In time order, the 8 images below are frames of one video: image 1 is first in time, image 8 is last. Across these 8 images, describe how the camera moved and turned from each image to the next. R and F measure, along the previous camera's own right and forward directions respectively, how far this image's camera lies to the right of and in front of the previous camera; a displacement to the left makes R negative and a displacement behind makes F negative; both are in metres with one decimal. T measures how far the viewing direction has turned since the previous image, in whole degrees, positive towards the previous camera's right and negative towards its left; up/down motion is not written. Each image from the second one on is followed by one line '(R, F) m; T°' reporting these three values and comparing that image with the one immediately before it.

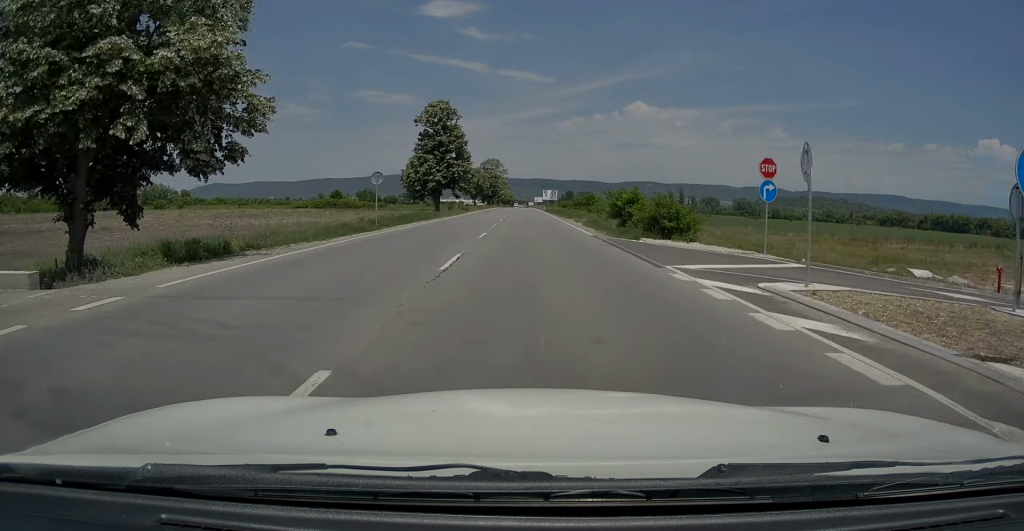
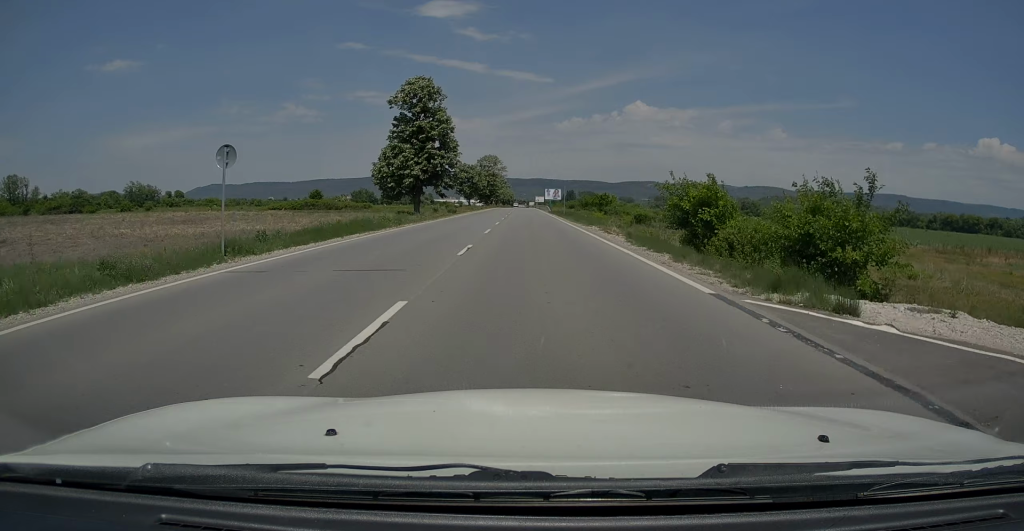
(0.0, +15.2) m; 0°
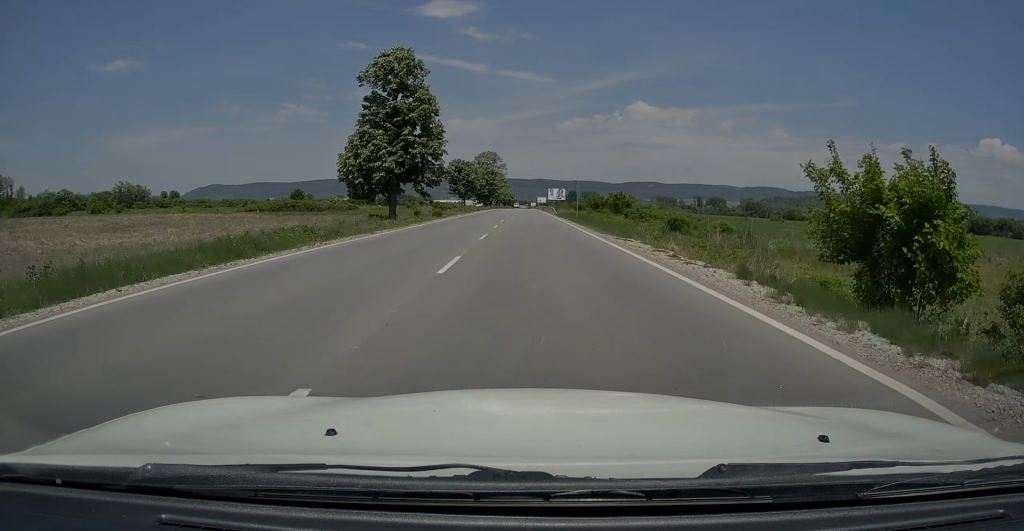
(0.0, +12.3) m; 0°
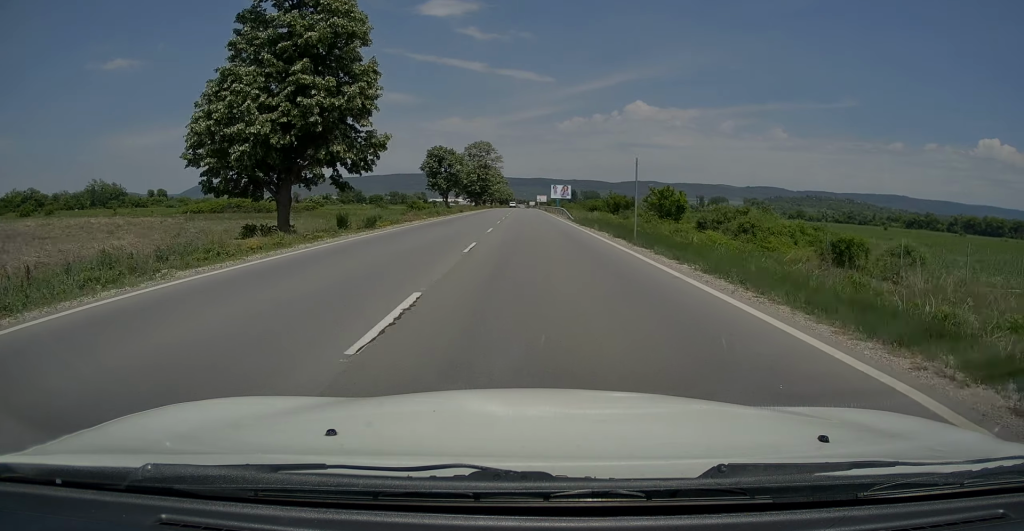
(-0.1, +23.5) m; 0°
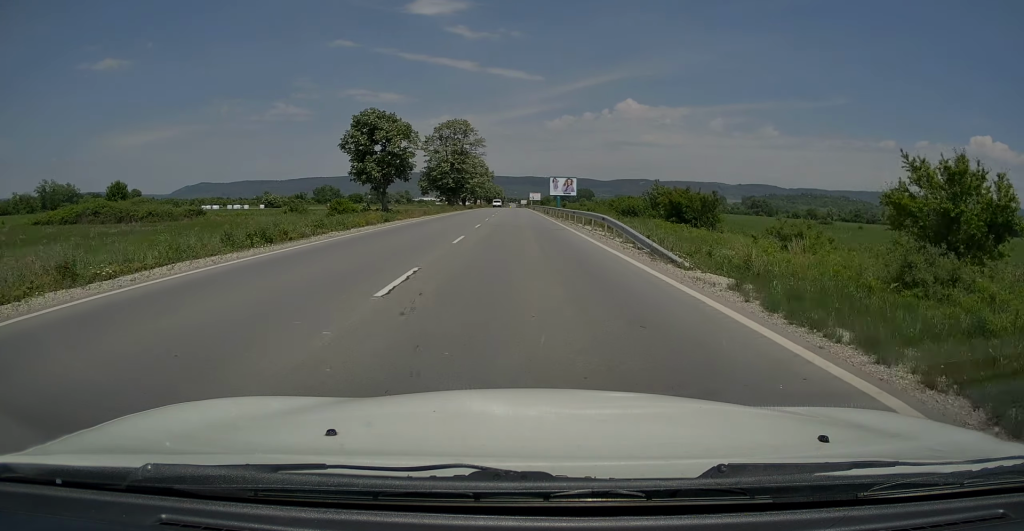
(+0.1, +33.8) m; 0°
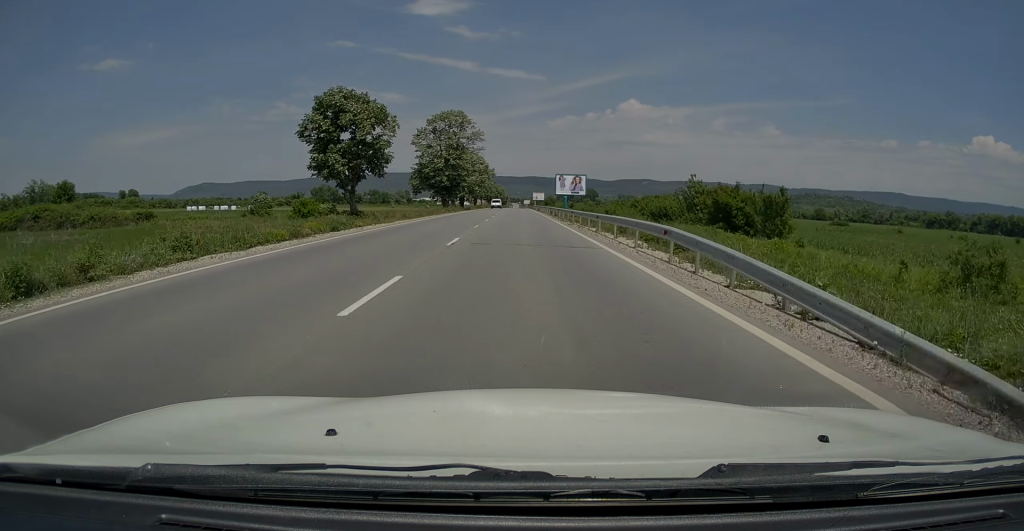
(-0.1, +10.2) m; 0°
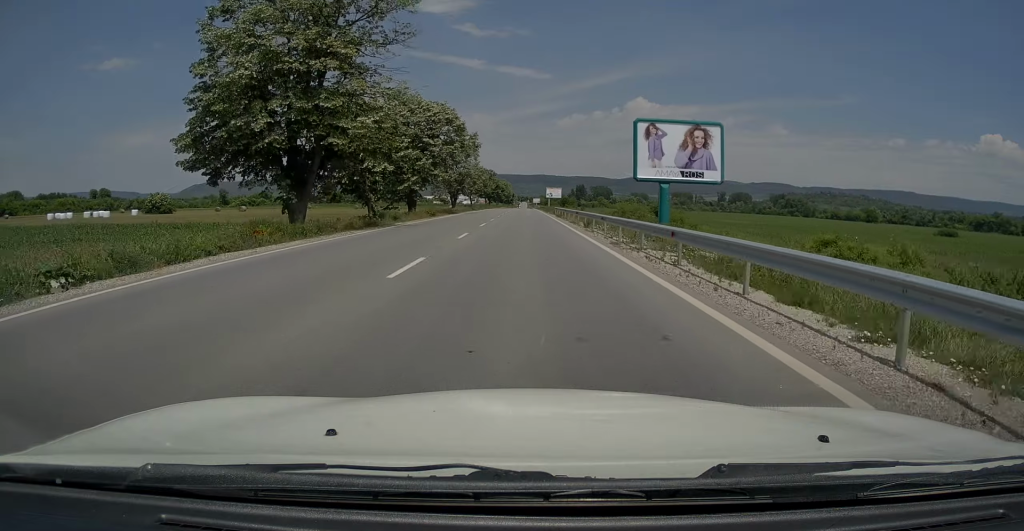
(-0.1, +61.0) m; -1°
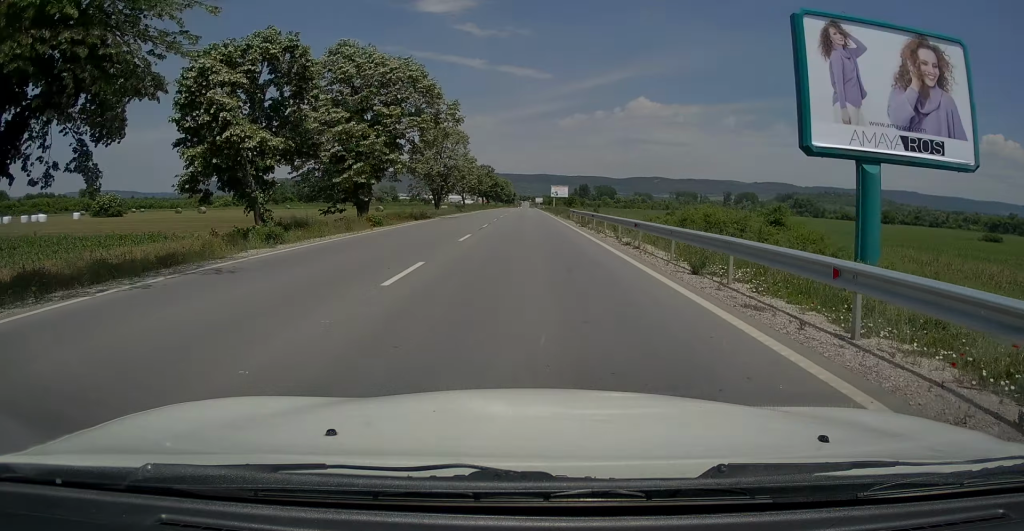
(0.0, +19.0) m; 0°
